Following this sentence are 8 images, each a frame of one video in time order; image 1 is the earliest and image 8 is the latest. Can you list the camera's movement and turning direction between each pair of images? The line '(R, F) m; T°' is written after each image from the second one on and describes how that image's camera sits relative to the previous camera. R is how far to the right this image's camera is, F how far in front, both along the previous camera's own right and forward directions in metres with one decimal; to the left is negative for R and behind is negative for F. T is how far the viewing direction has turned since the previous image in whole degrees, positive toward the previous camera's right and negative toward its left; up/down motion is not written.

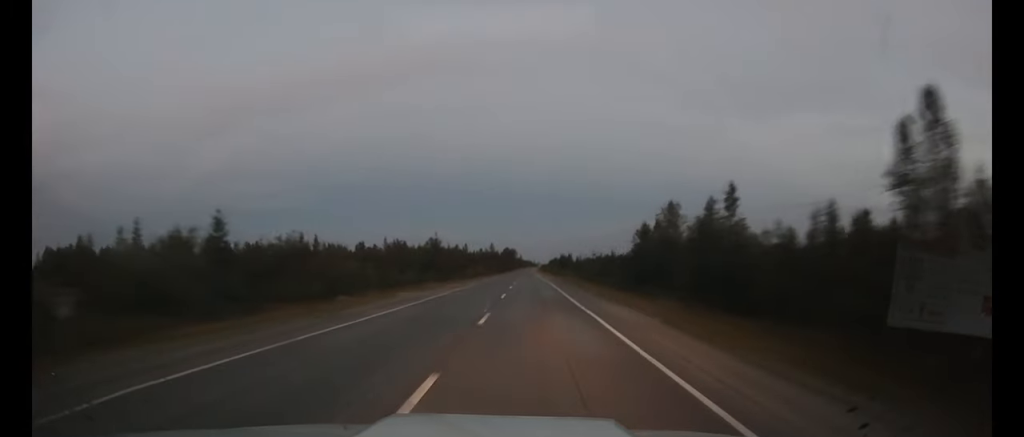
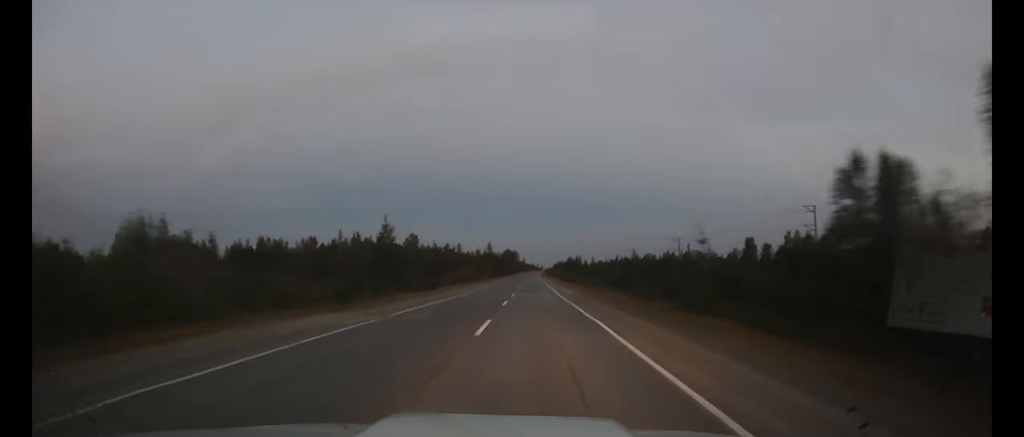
(0.0, +38.3) m; 0°
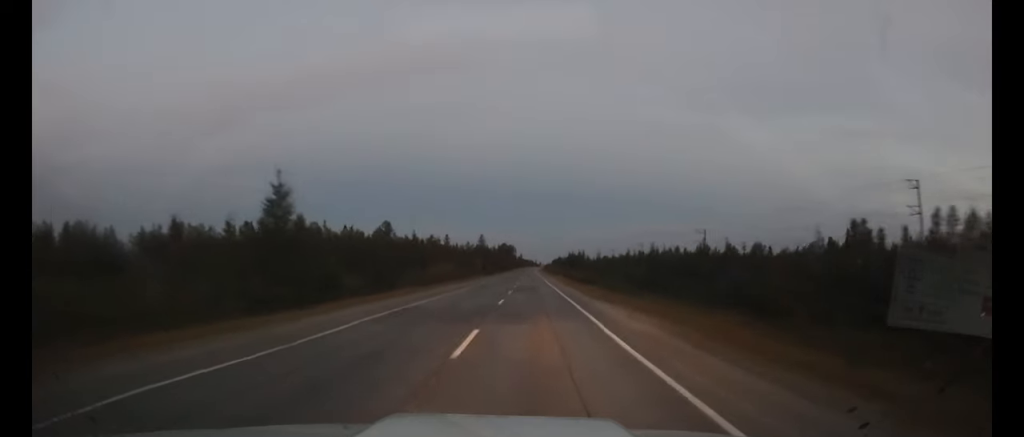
(0.0, +28.6) m; 0°
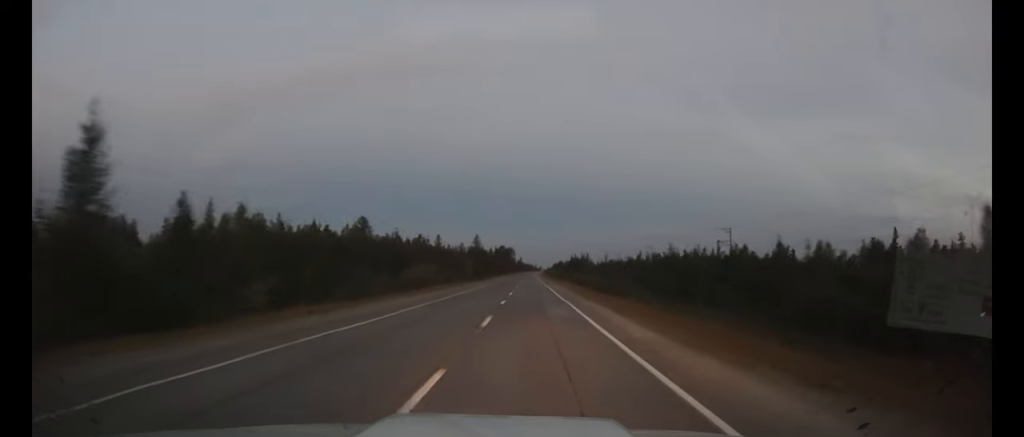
(0.0, +19.5) m; 0°
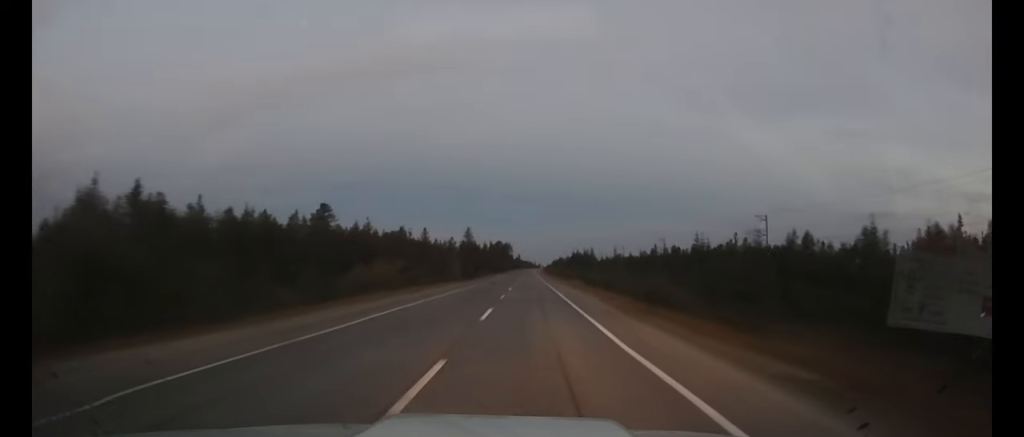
(0.0, +21.7) m; 0°
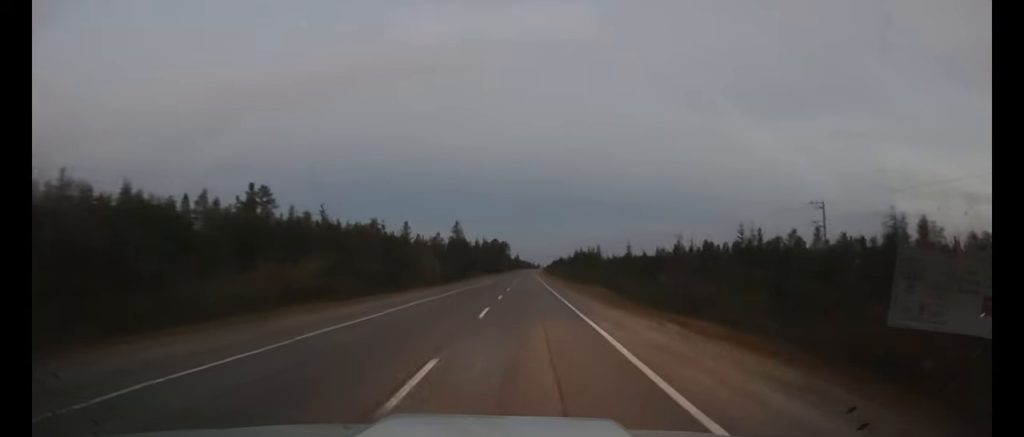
(0.0, +23.7) m; 0°
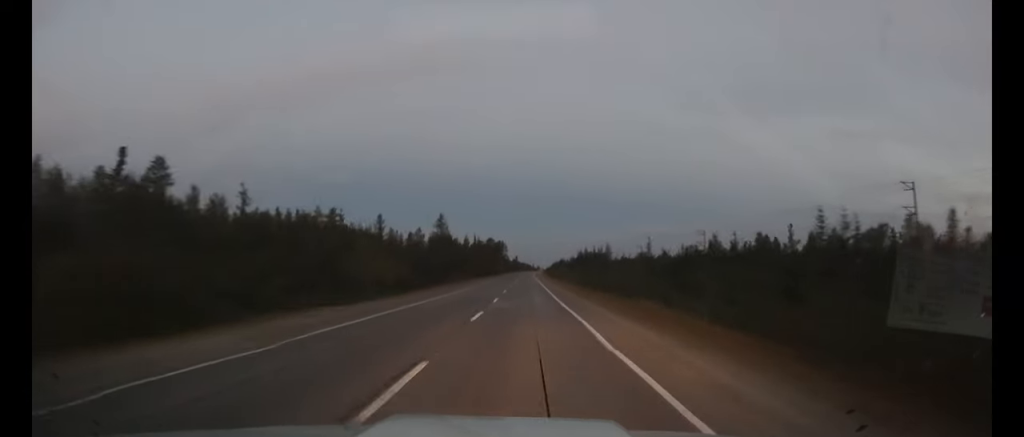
(0.0, +24.8) m; 0°
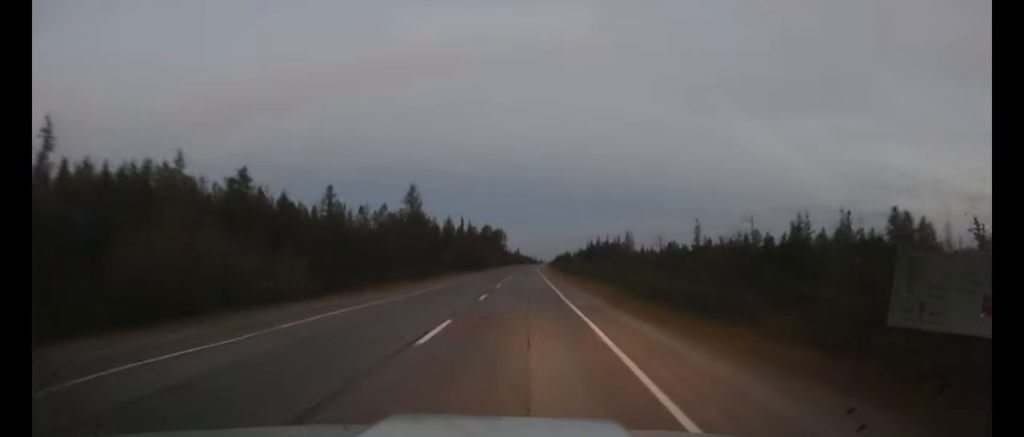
(0.0, +31.9) m; 0°
